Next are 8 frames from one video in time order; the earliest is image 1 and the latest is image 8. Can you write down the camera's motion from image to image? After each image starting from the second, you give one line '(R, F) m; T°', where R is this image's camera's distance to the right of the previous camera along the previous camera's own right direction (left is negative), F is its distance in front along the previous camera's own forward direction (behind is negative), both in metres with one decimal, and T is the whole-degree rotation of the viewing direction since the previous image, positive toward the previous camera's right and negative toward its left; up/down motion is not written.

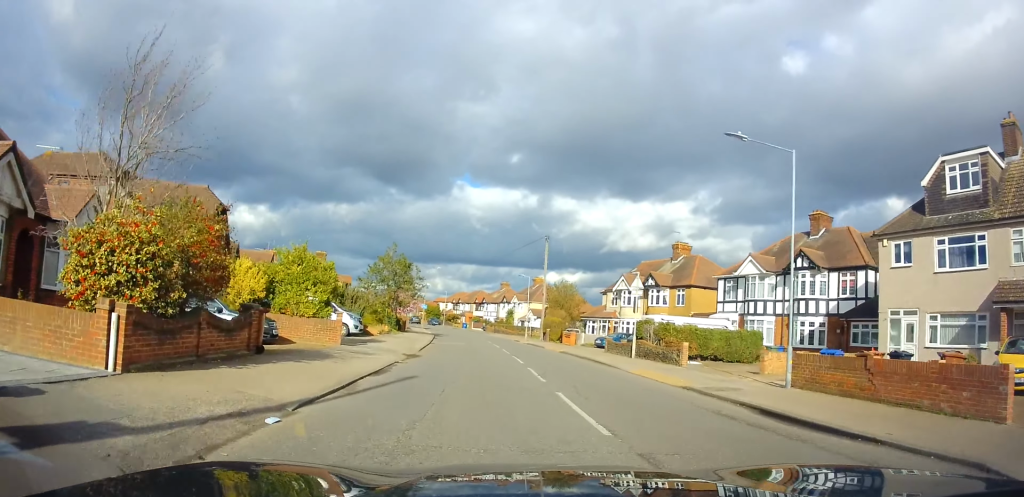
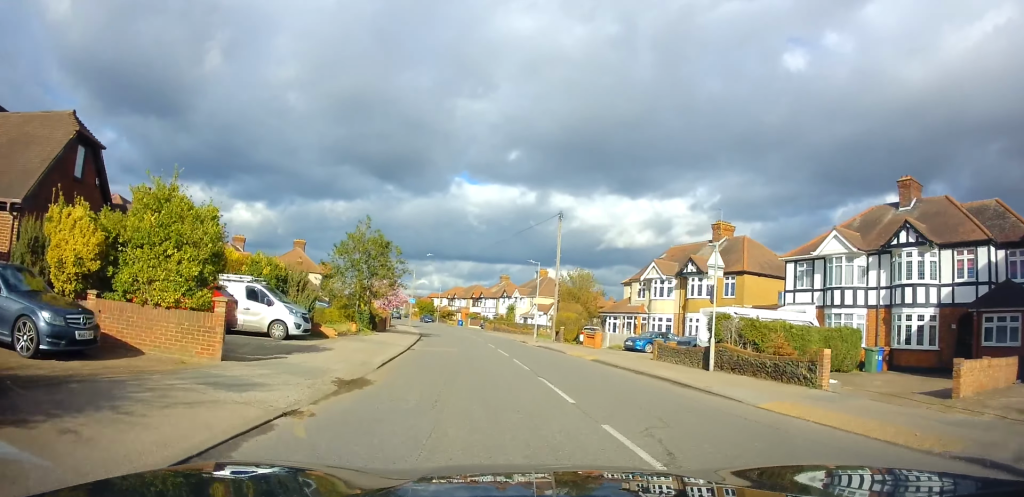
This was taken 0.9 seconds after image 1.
(0.0, +9.4) m; 0°
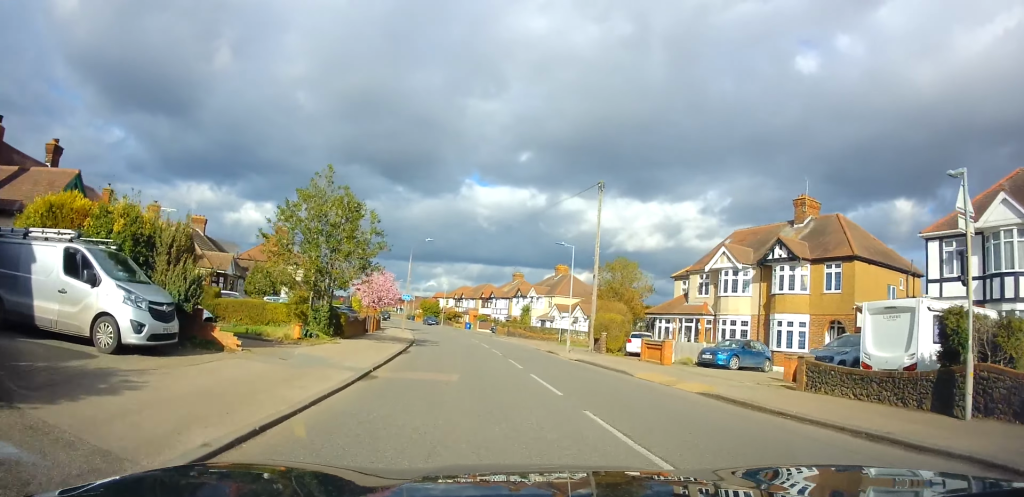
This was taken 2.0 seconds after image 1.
(0.0, +10.4) m; -2°
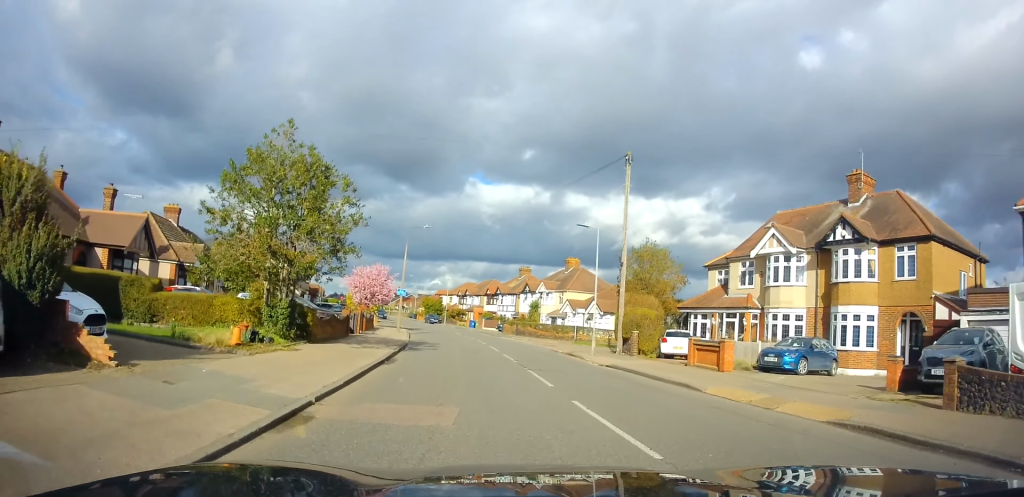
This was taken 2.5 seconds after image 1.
(-0.1, +5.0) m; 0°
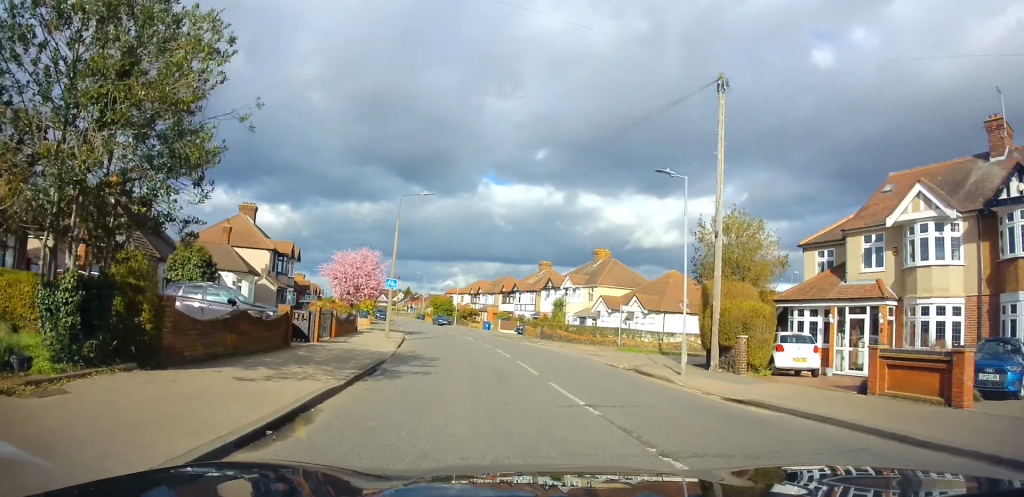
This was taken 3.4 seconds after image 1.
(-0.2, +9.4) m; 0°
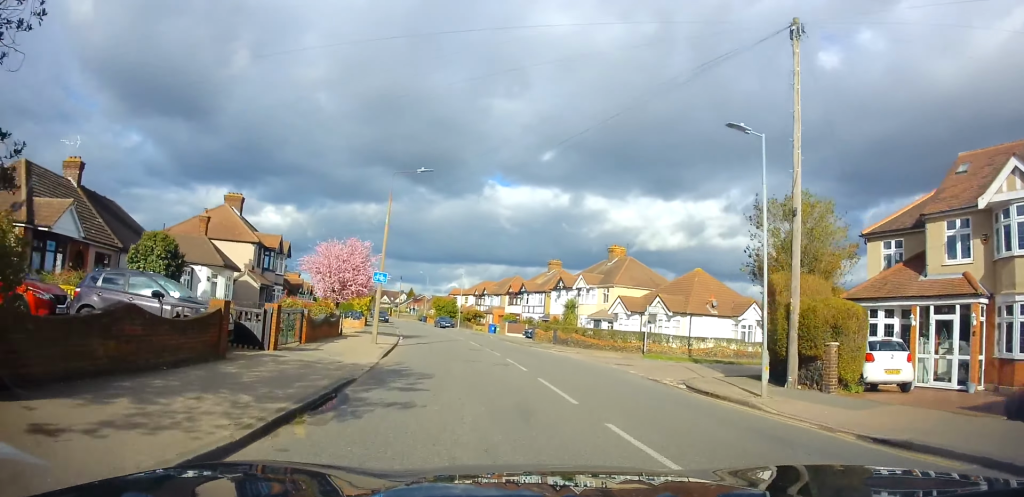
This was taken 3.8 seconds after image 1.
(+0.1, +4.4) m; 0°
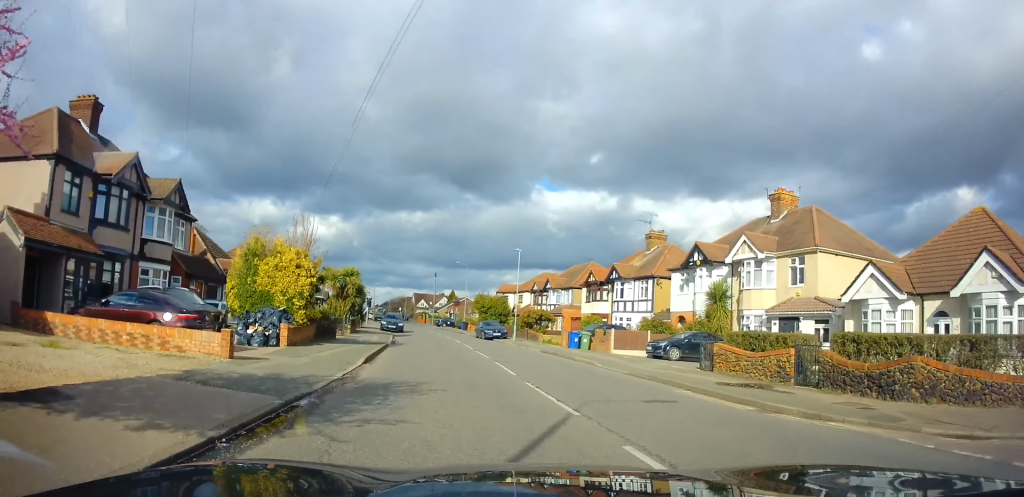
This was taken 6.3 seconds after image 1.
(-0.7, +25.3) m; -5°
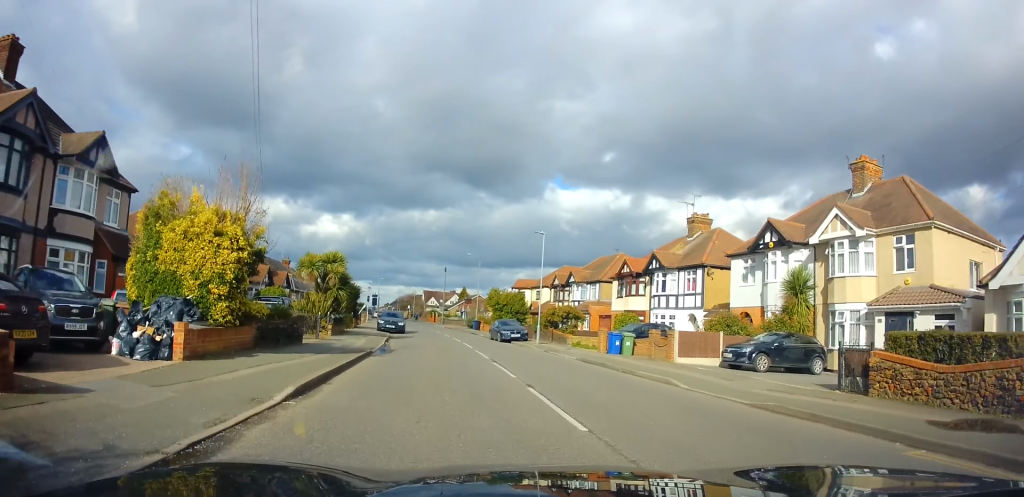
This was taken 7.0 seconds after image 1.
(-0.2, +6.8) m; -3°
